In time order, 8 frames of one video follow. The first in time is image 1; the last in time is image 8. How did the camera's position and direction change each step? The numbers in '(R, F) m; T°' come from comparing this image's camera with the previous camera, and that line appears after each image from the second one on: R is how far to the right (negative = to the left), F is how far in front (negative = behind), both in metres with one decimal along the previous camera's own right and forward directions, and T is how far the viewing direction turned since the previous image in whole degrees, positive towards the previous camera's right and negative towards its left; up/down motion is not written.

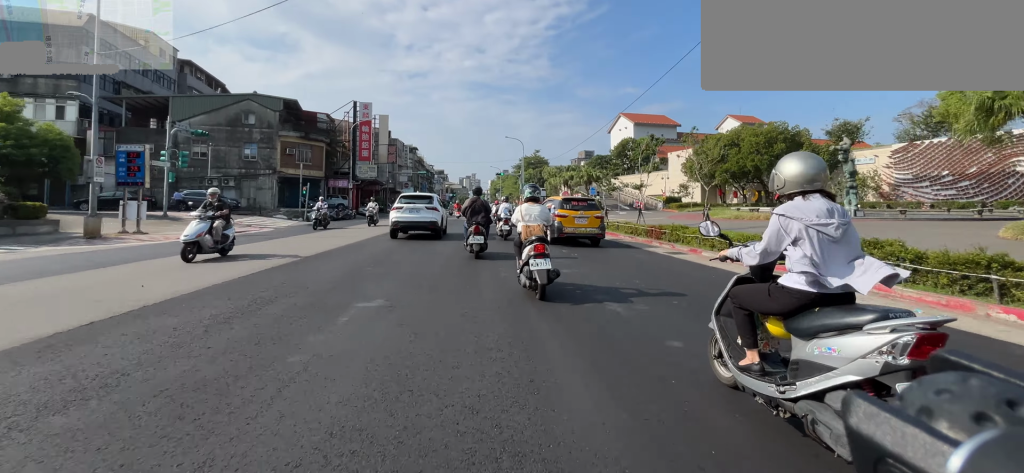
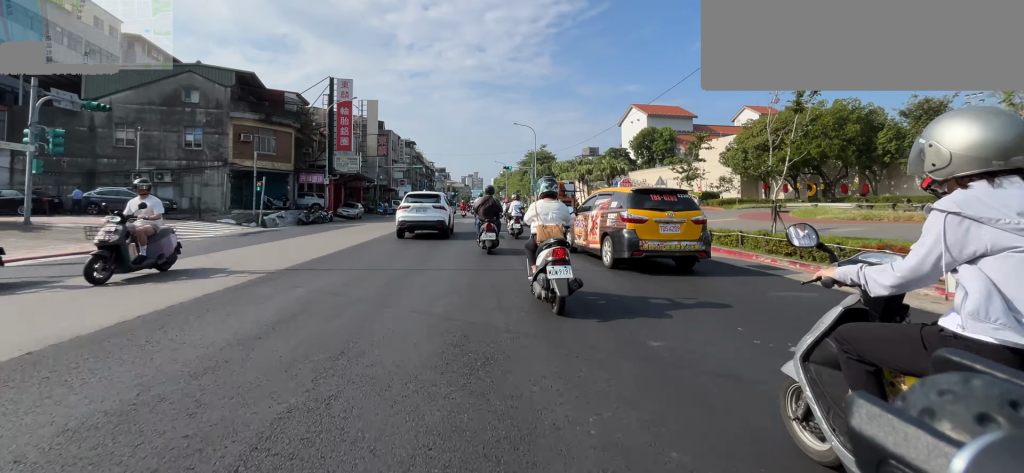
(0.0, +8.5) m; 0°
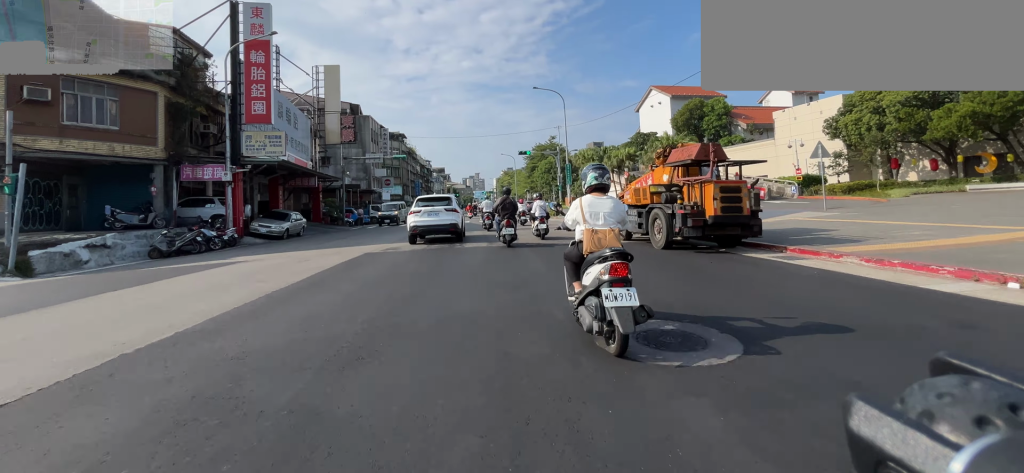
(+0.1, +15.2) m; +1°
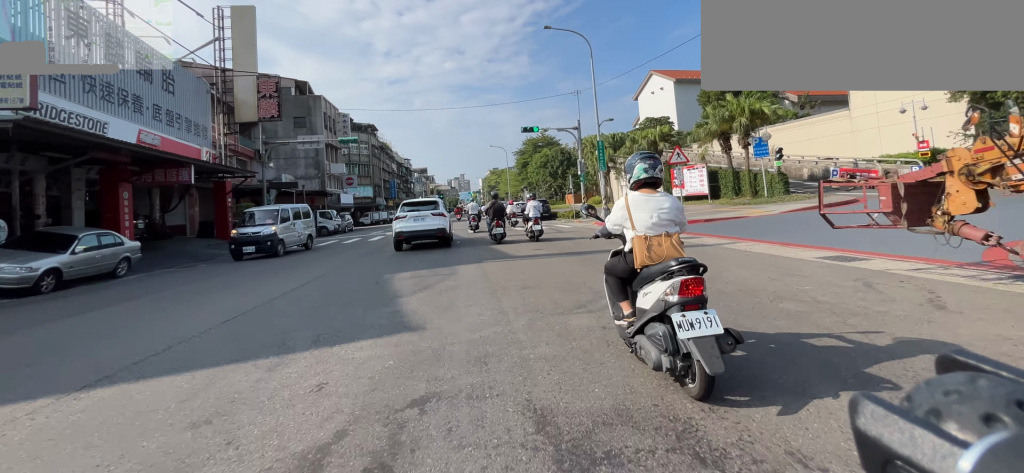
(+0.2, +11.5) m; +1°
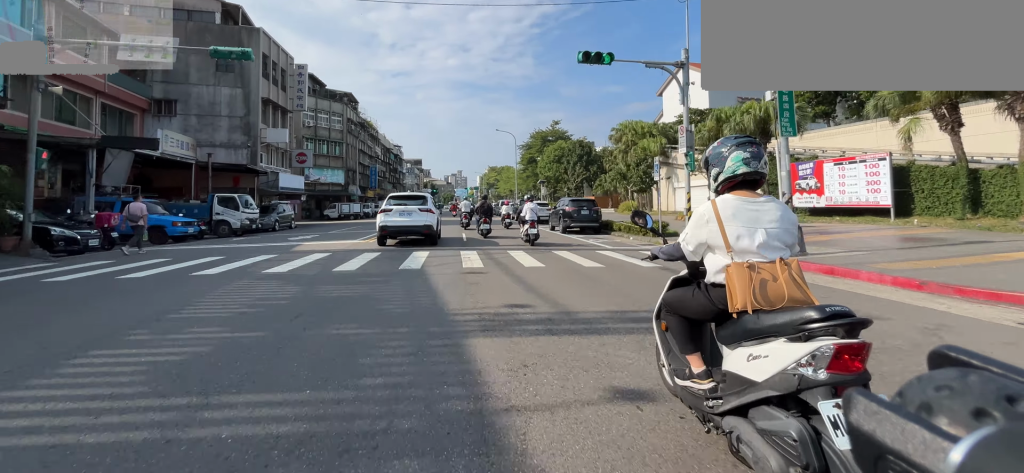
(0.0, +12.6) m; 0°
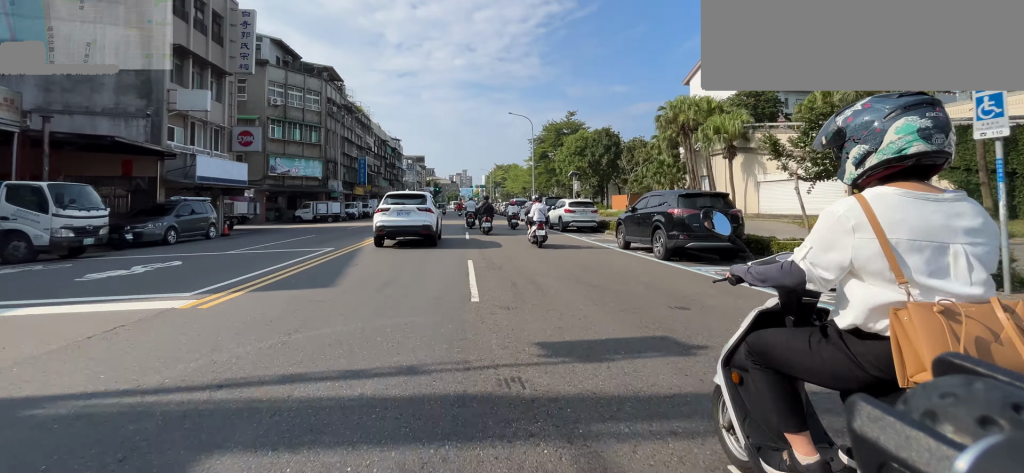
(-0.1, +8.8) m; 0°
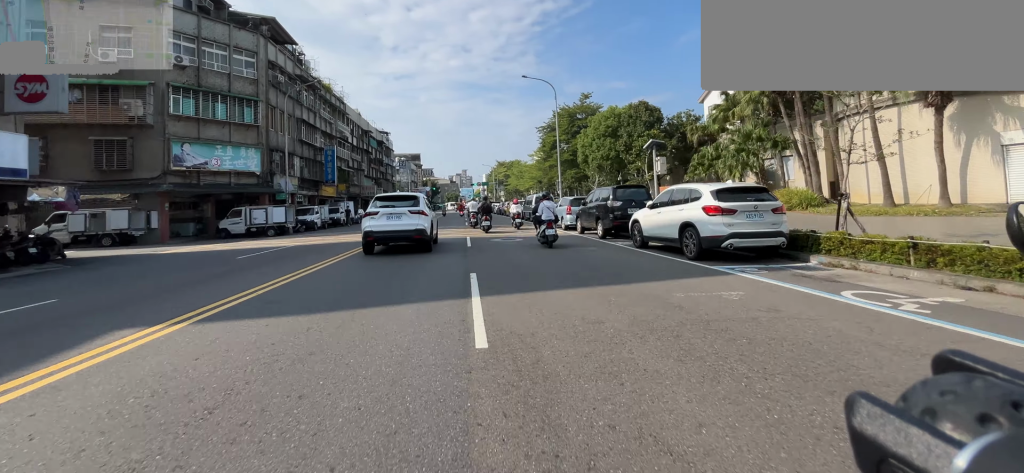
(0.0, +10.6) m; 0°
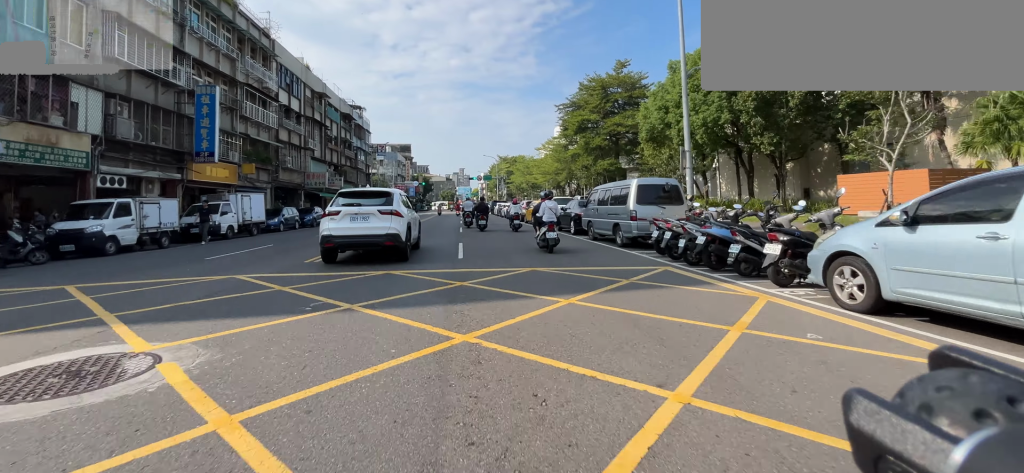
(0.0, +15.5) m; 0°
